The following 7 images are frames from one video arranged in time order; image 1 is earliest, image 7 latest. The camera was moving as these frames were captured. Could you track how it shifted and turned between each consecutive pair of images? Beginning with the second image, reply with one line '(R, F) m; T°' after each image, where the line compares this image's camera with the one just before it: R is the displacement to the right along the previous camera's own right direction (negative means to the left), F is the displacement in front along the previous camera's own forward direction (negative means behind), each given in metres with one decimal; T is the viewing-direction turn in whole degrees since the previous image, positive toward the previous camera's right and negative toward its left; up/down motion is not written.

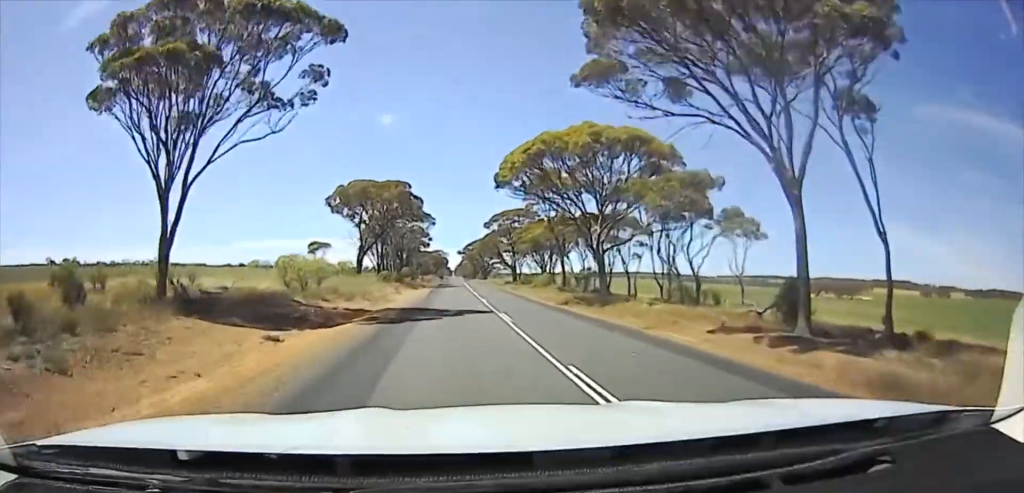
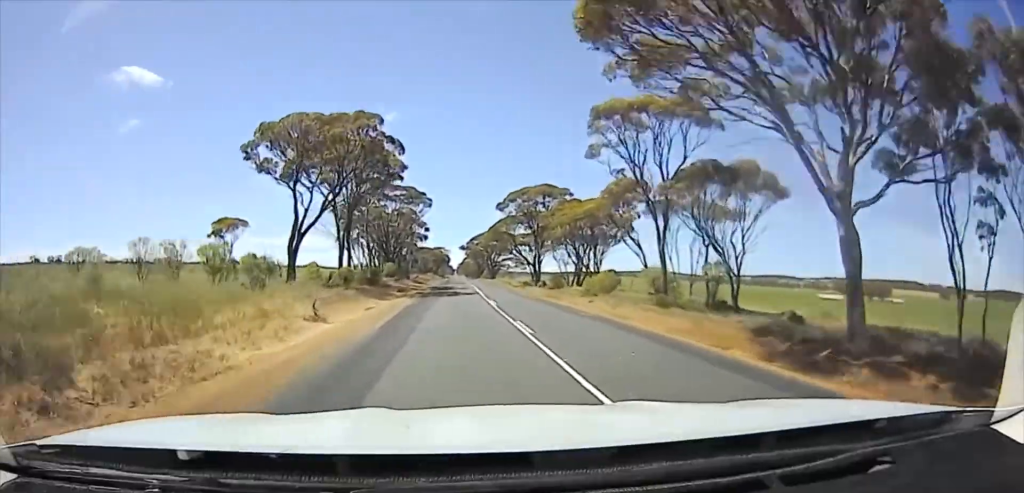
(0.0, +25.7) m; 0°
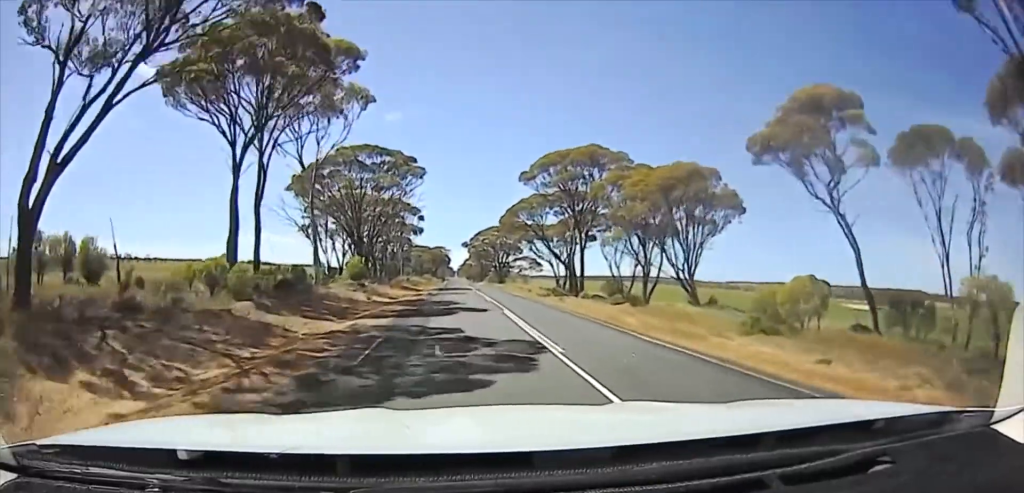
(0.0, +27.1) m; 0°
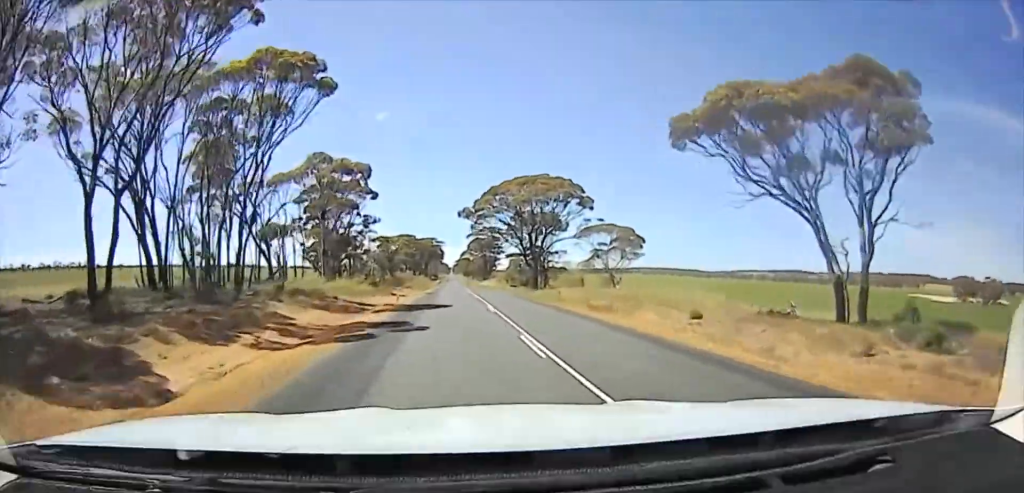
(0.0, +69.1) m; -1°
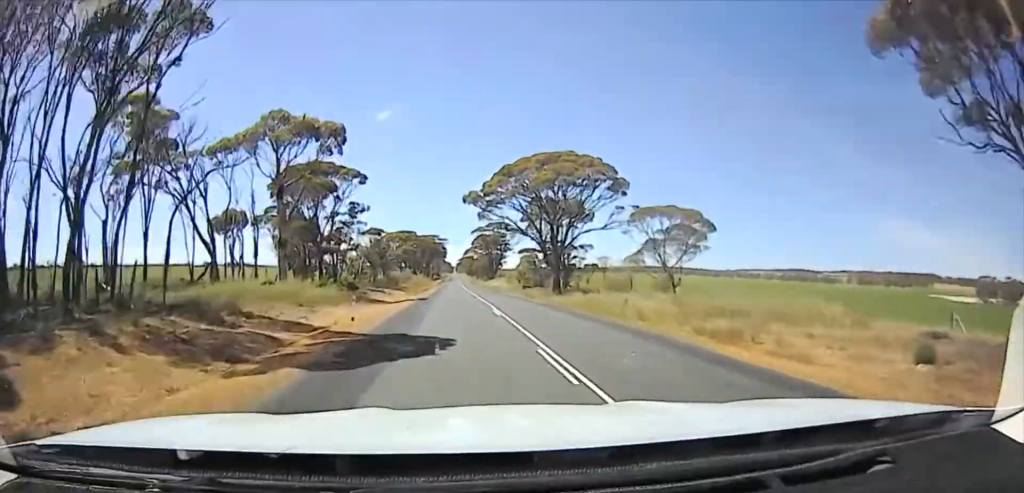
(+0.2, +14.8) m; -1°
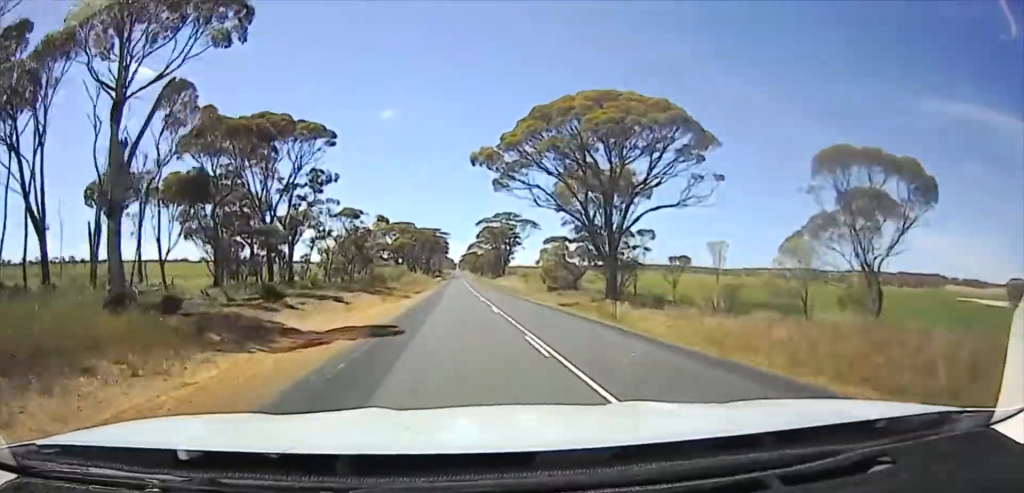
(-0.7, +22.7) m; -1°
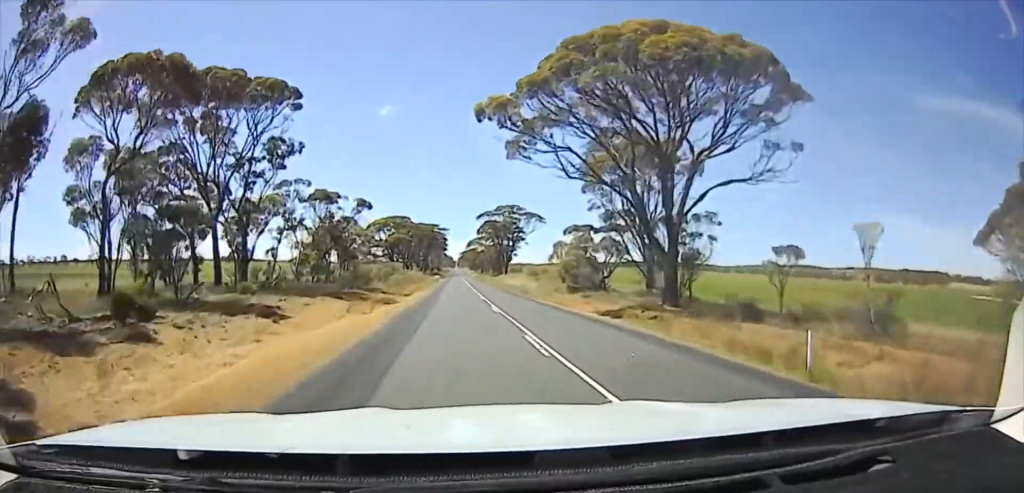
(0.0, +14.3) m; 0°
